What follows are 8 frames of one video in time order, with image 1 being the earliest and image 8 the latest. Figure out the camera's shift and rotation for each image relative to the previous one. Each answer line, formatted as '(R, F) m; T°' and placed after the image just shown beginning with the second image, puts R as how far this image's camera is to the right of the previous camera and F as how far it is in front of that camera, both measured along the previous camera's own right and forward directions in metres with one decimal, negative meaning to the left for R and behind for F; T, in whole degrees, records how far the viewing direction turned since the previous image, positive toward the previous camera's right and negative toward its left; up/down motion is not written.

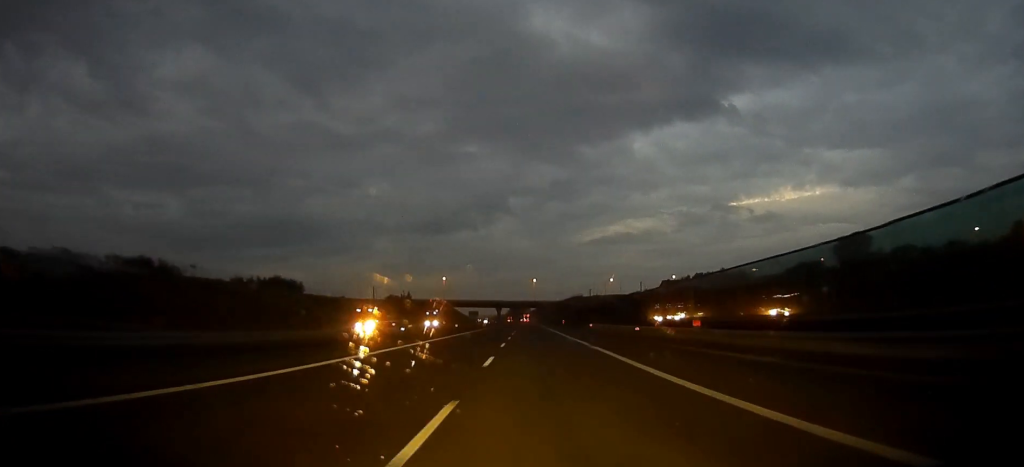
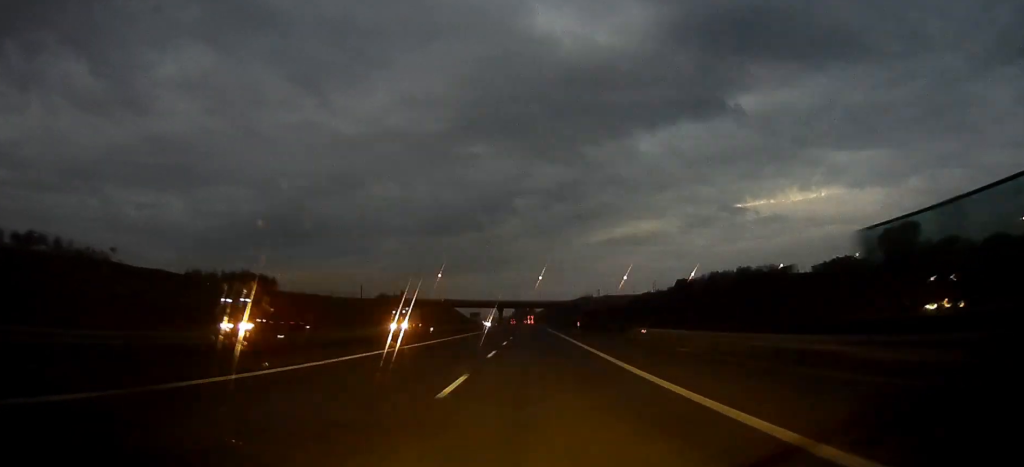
(-0.1, +30.6) m; 0°
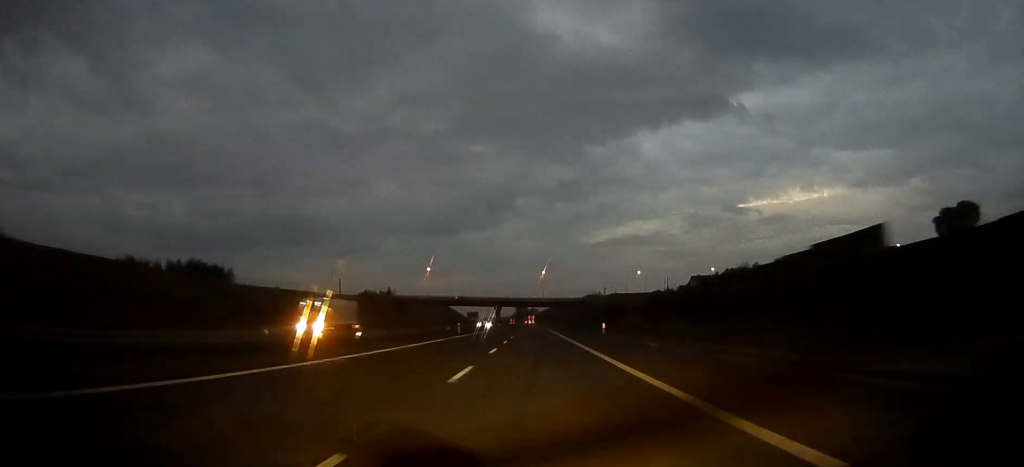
(-0.1, +33.5) m; 0°
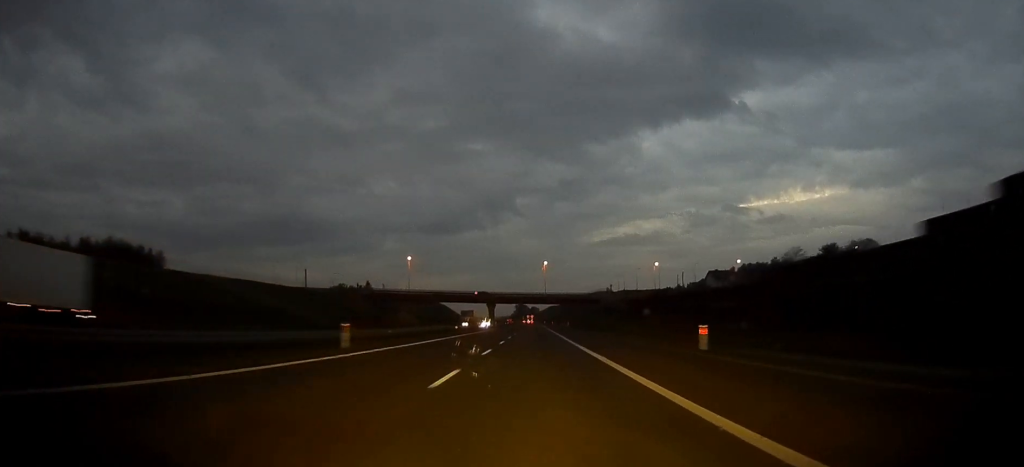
(-0.1, +37.7) m; 0°
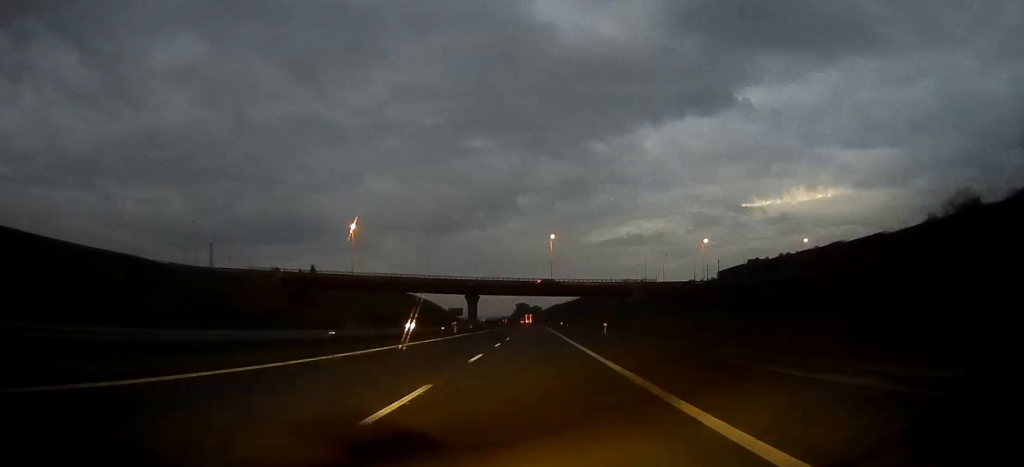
(-0.1, +64.5) m; 0°
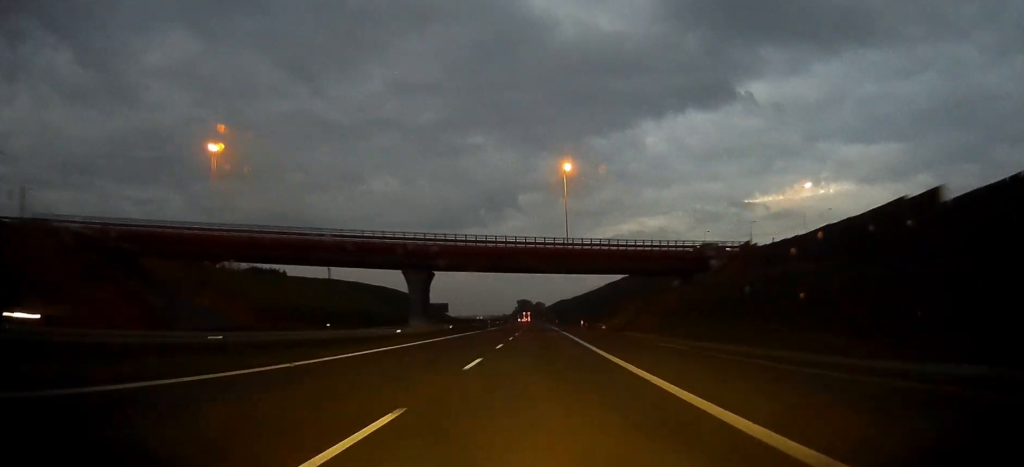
(-0.2, +63.5) m; 0°
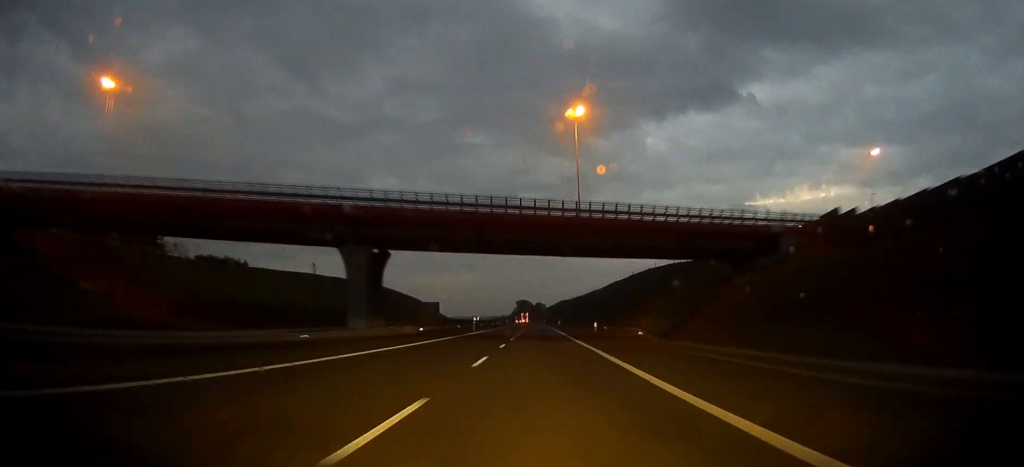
(-0.1, +22.7) m; 0°
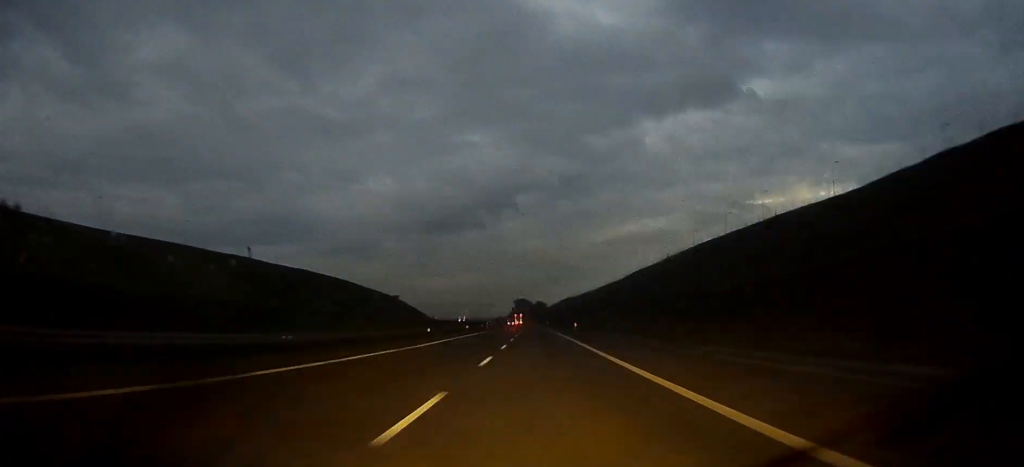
(+0.2, +71.1) m; 0°
